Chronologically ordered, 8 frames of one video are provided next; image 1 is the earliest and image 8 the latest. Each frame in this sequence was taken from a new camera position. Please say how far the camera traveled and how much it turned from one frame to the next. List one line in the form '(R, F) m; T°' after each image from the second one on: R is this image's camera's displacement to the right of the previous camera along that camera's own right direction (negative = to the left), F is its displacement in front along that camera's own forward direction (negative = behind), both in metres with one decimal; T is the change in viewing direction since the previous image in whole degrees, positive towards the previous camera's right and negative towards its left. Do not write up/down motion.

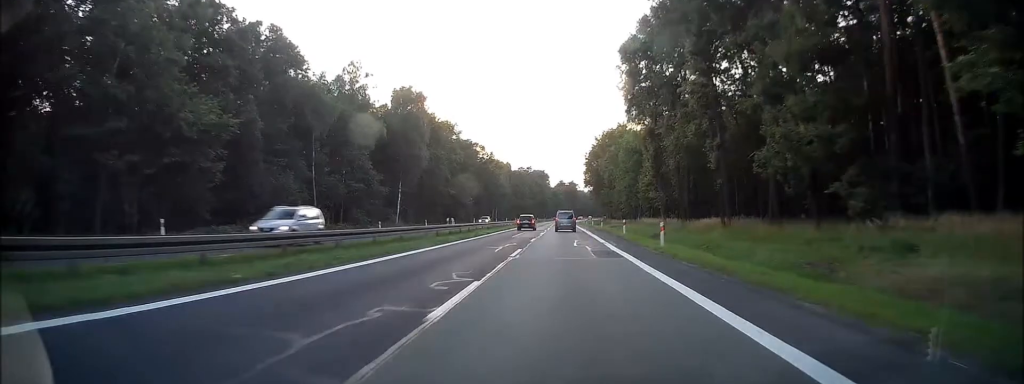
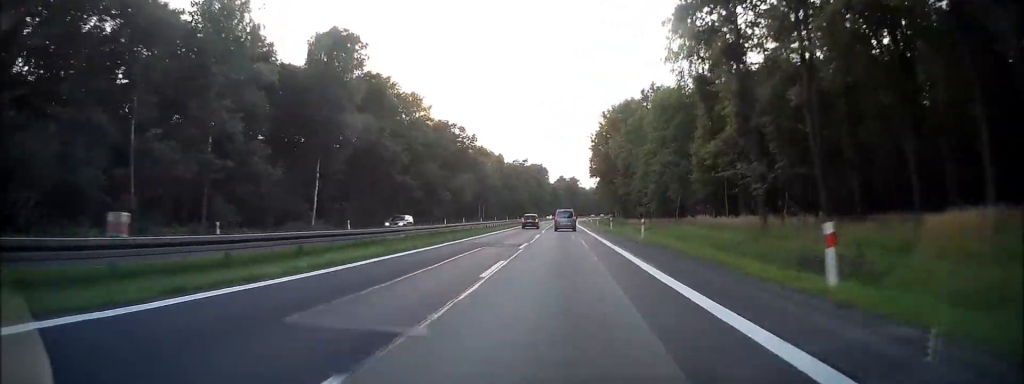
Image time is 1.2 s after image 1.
(+0.2, +30.9) m; +1°
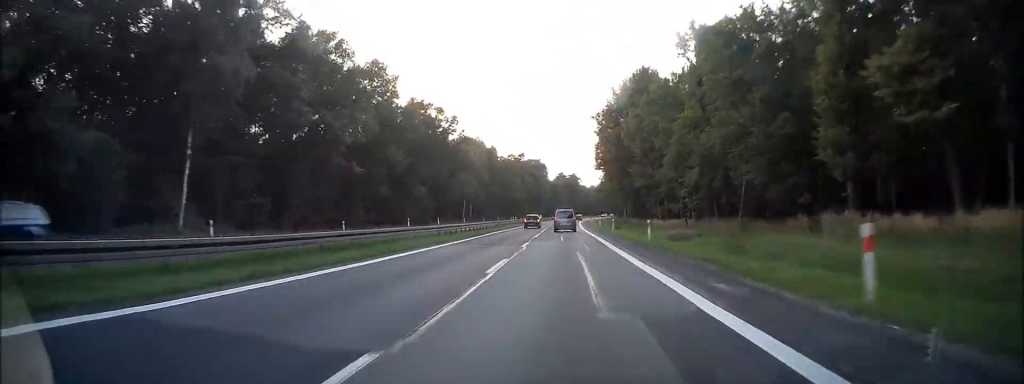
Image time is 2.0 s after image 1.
(0.0, +22.3) m; 0°
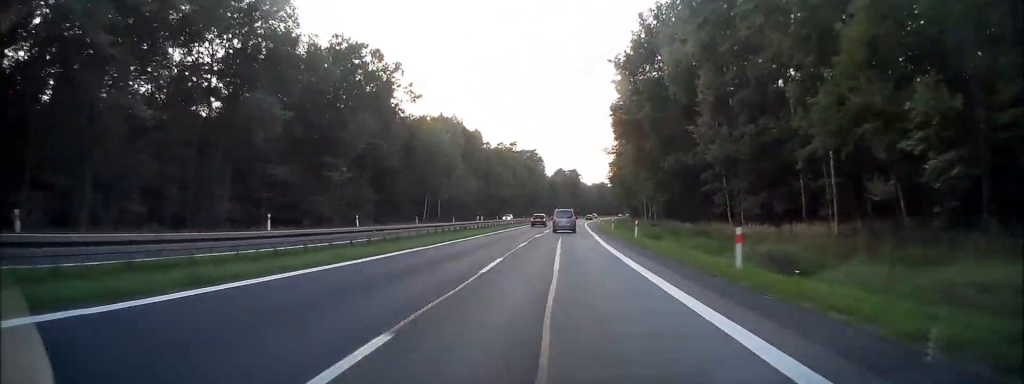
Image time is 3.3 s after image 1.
(-0.1, +34.9) m; 0°
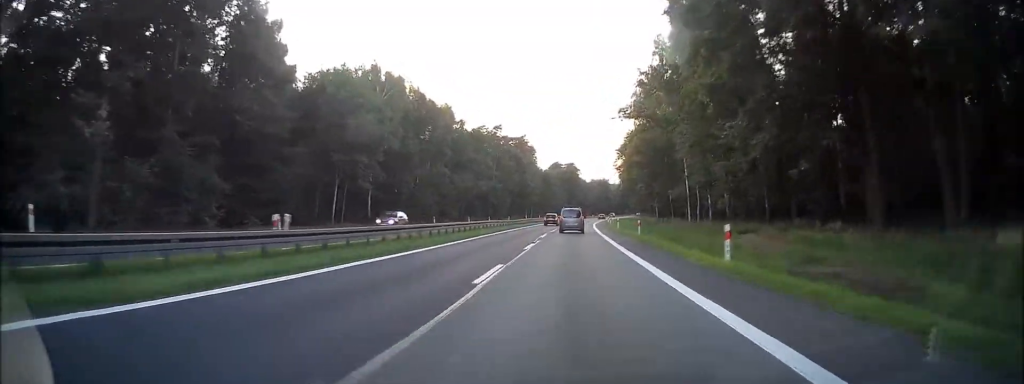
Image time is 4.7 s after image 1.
(+0.1, +36.8) m; 0°
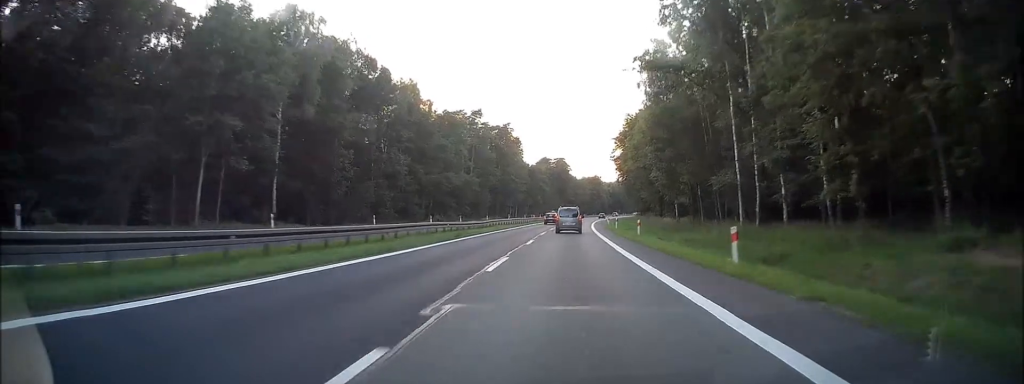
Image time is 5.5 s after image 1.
(0.0, +21.6) m; 0°
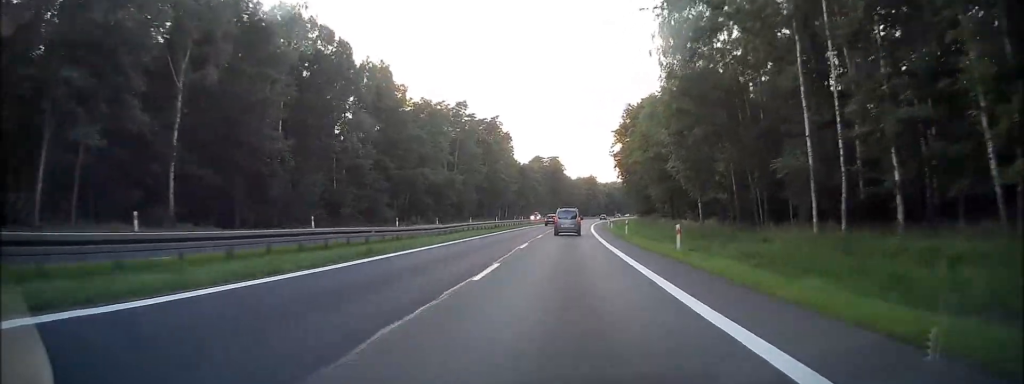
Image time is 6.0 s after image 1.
(0.0, +13.5) m; 0°
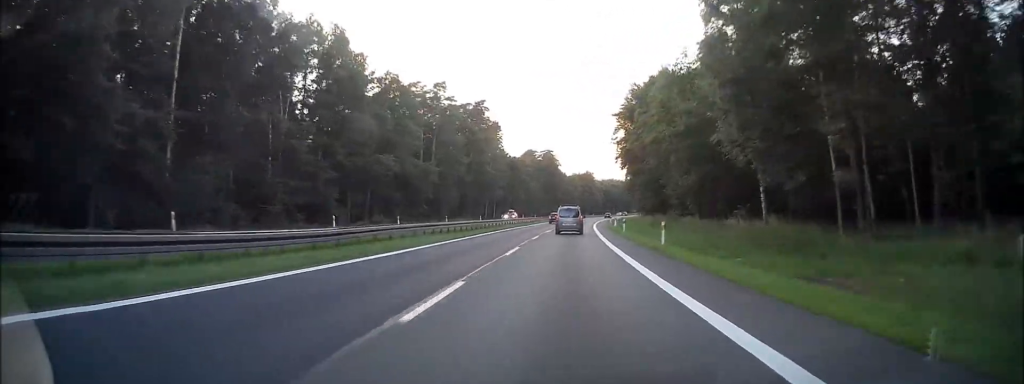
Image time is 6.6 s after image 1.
(0.0, +17.1) m; +1°
